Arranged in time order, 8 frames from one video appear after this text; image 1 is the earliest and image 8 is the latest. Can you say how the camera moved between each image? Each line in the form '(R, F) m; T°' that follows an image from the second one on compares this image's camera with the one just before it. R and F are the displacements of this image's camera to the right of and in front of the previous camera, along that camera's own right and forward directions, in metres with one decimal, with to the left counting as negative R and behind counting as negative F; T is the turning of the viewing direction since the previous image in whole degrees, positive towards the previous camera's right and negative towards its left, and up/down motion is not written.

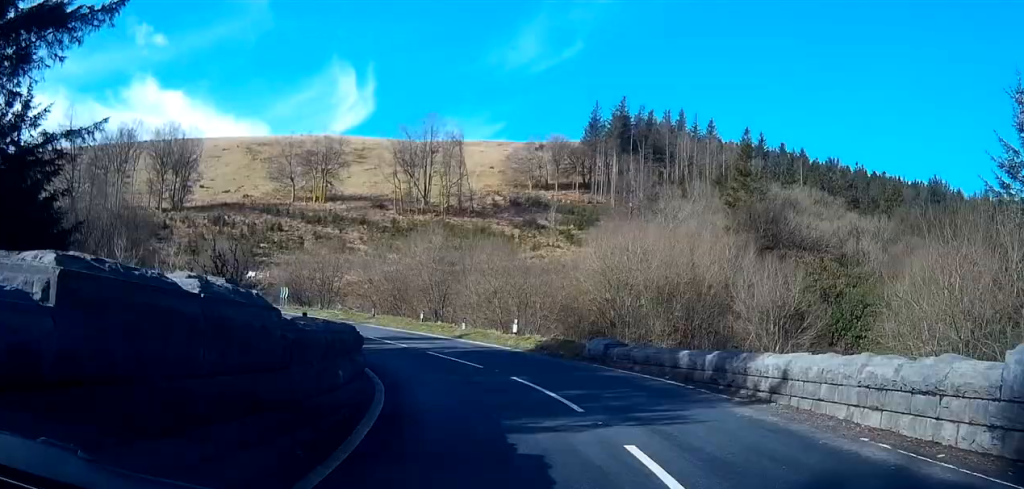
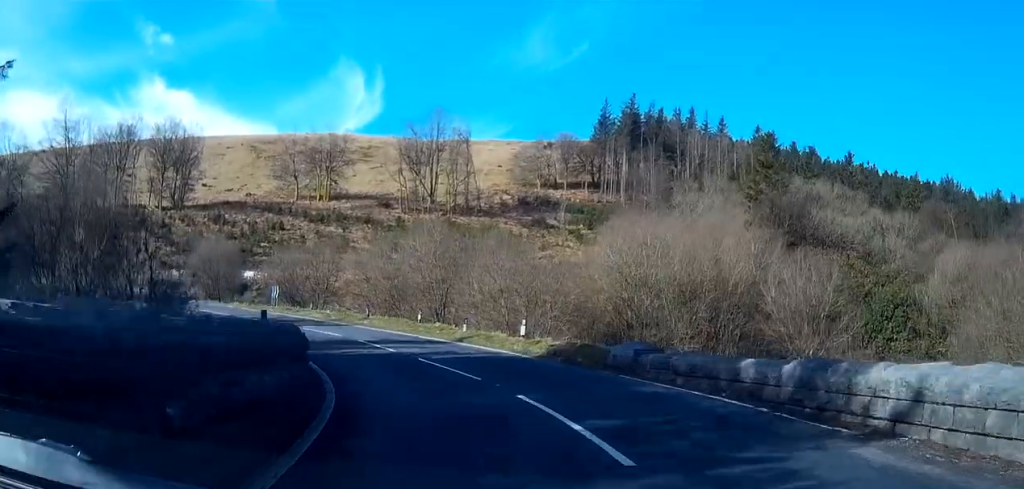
(0.0, +4.3) m; -2°
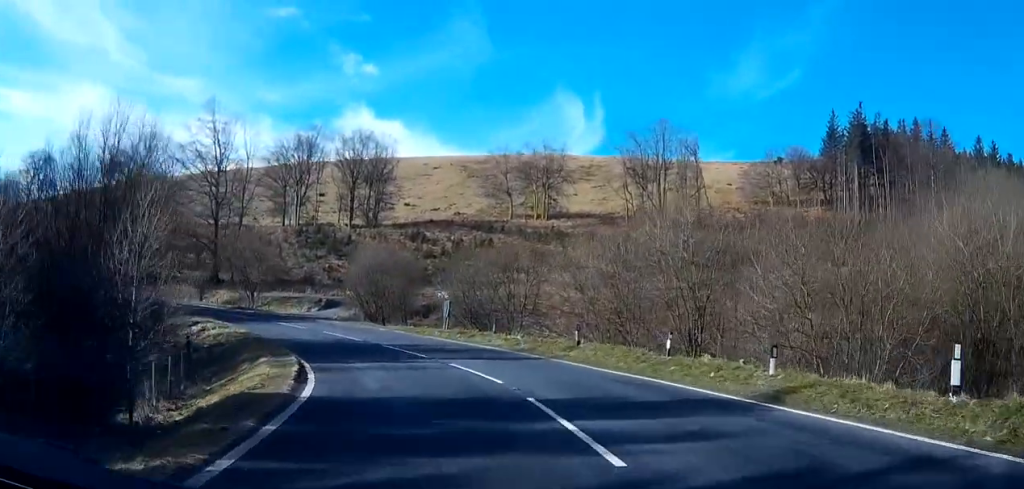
(-1.8, +17.4) m; -15°
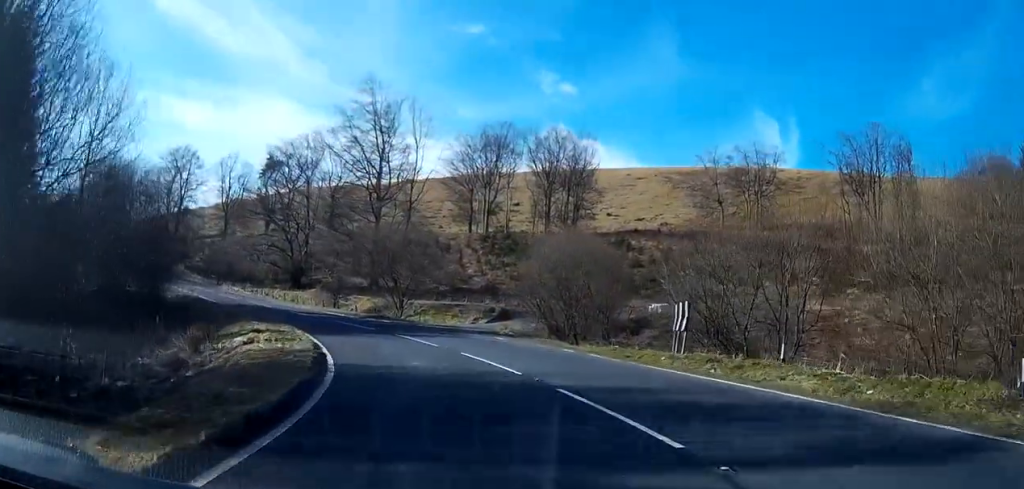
(-2.3, +16.3) m; -16°
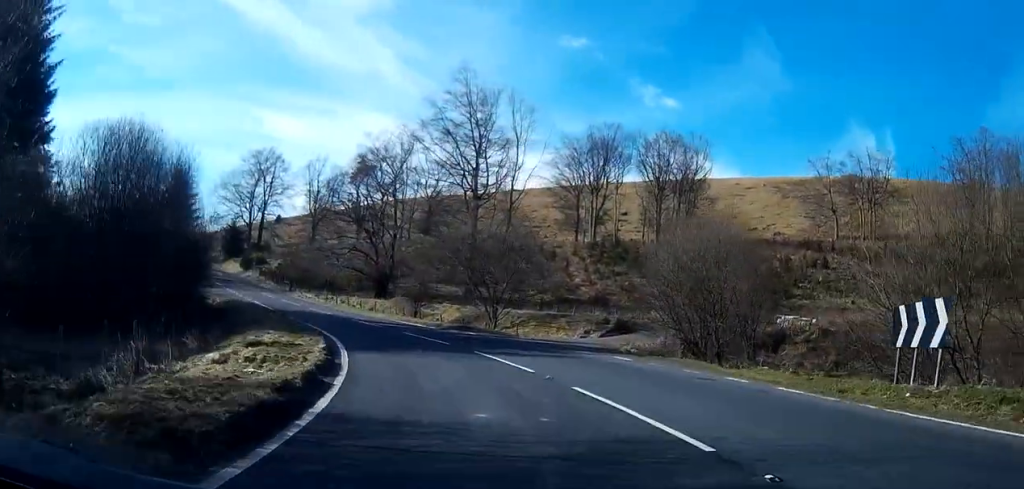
(-0.7, +8.9) m; -8°
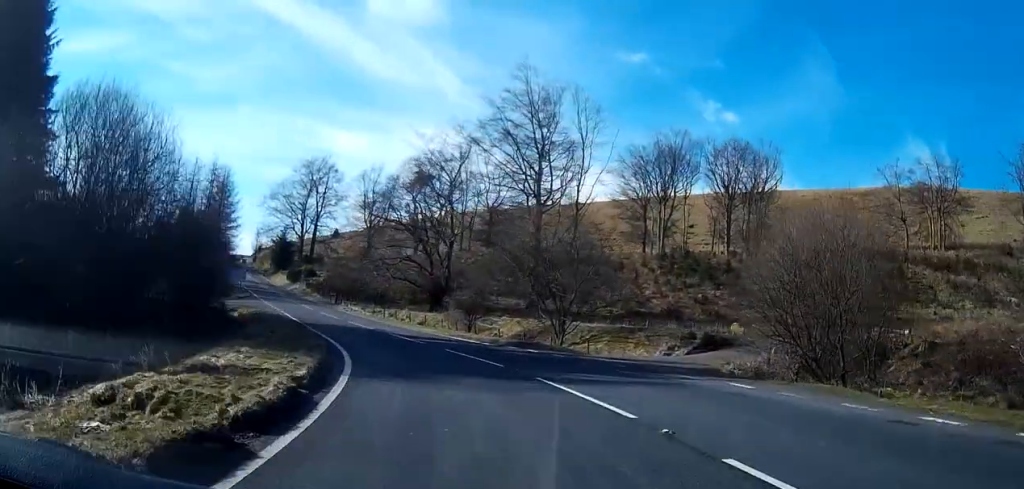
(-0.3, +6.0) m; -6°
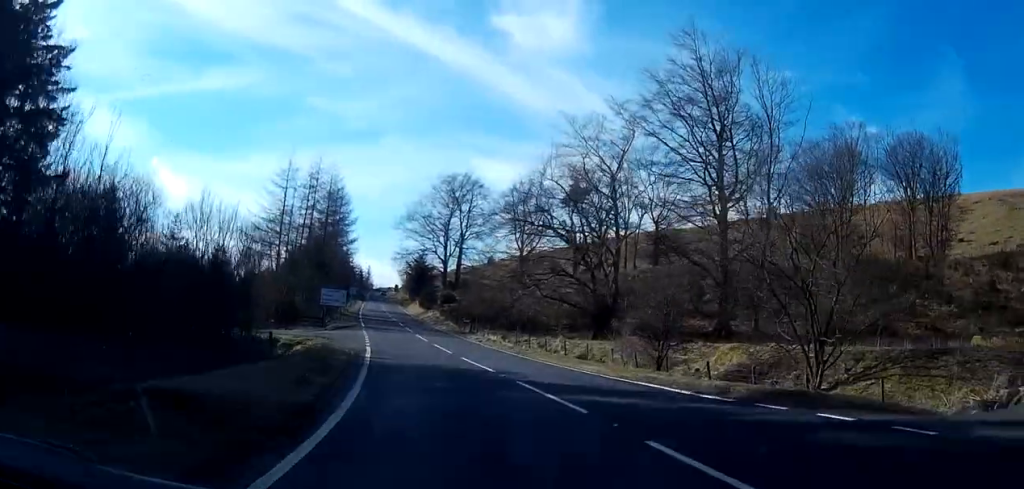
(-2.5, +14.9) m; -16°
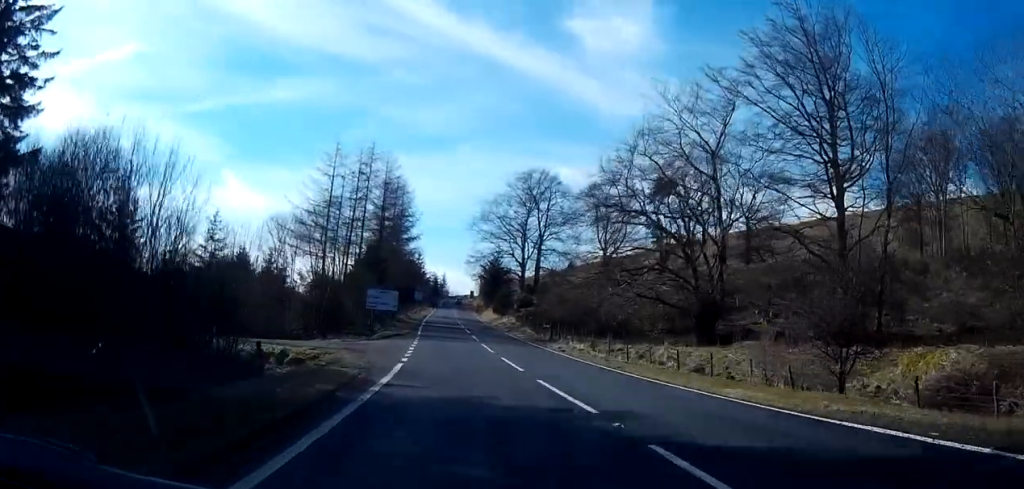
(-0.7, +9.0) m; -5°
